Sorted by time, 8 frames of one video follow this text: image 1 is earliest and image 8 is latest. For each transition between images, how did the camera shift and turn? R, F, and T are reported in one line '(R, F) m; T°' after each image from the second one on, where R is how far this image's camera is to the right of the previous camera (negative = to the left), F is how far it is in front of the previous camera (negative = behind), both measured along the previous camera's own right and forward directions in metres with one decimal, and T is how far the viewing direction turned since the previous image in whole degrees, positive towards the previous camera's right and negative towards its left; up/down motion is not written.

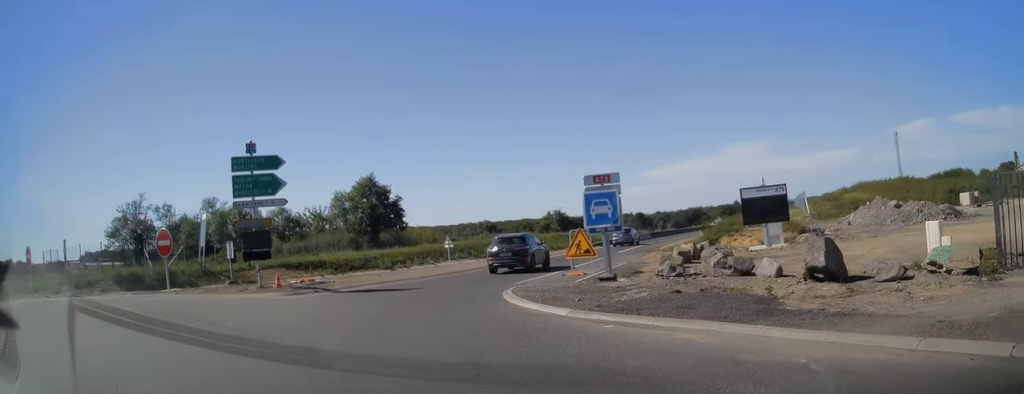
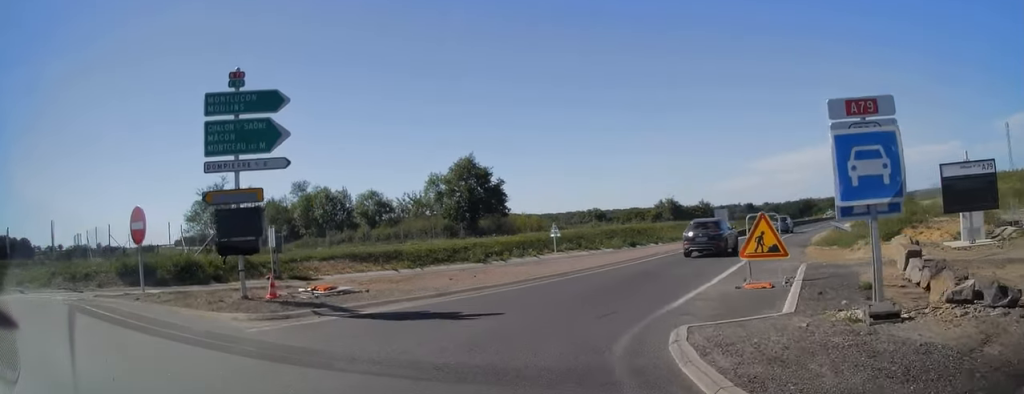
(-0.5, +8.4) m; -1°
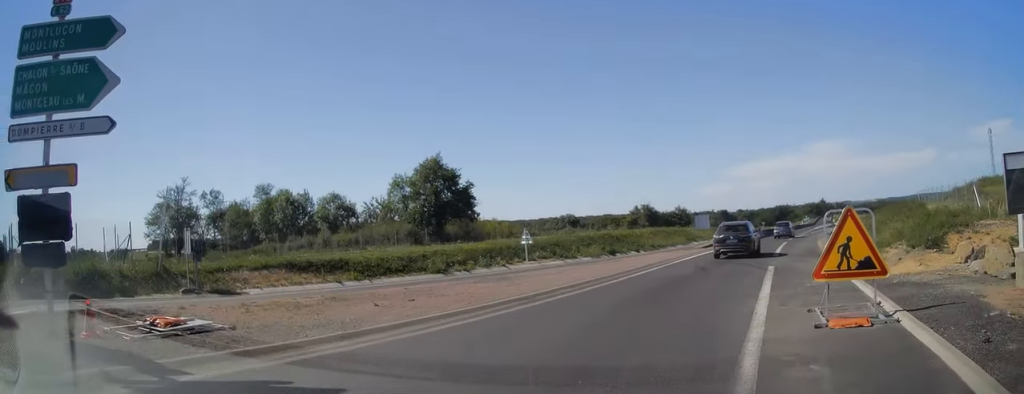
(-0.1, +5.2) m; +4°
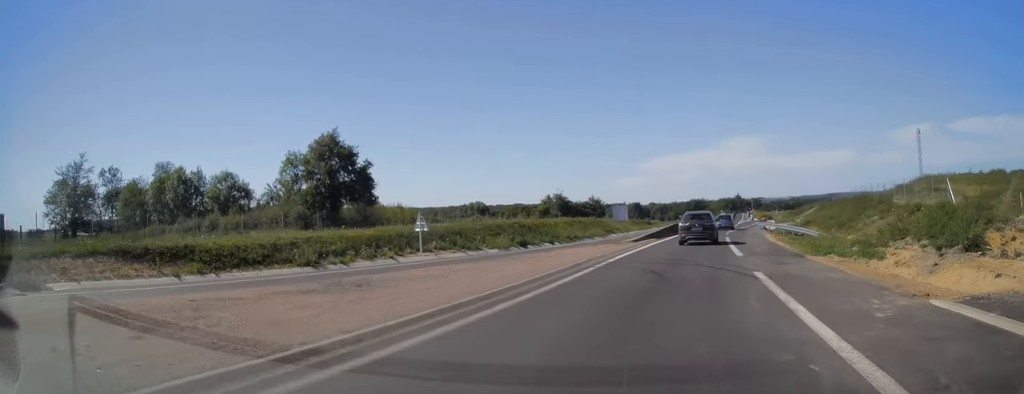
(+0.5, +6.9) m; +7°
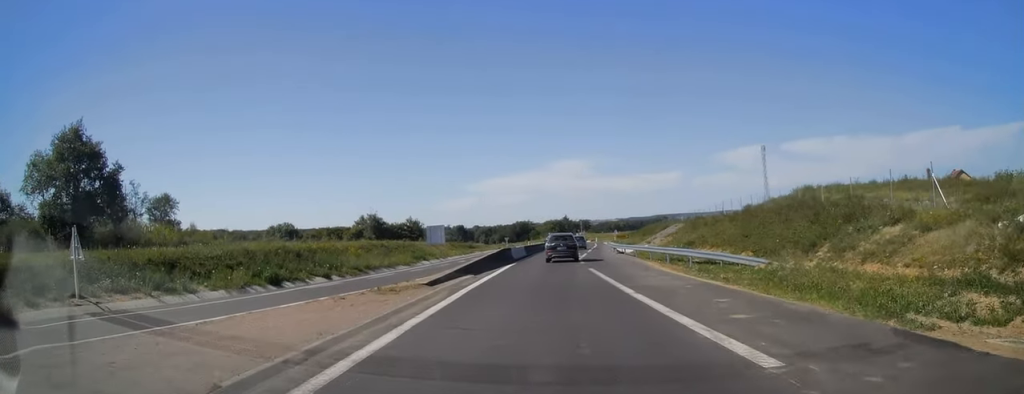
(+1.8, +16.1) m; +10°
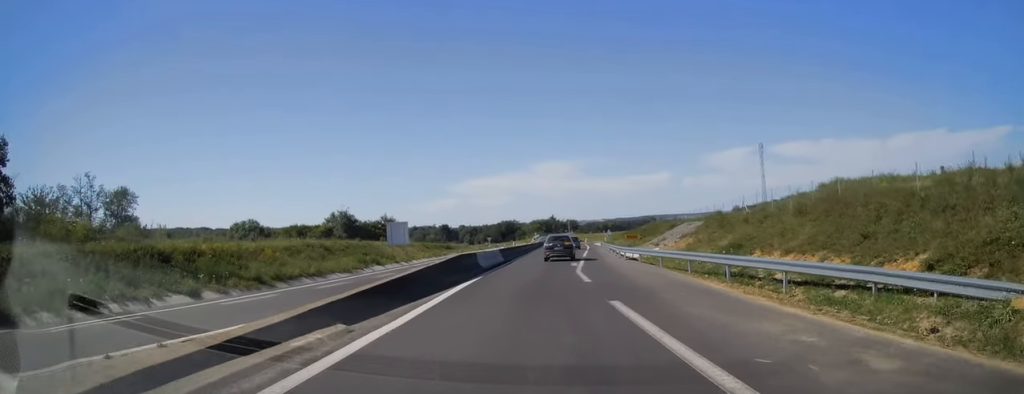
(+0.4, +13.5) m; +2°
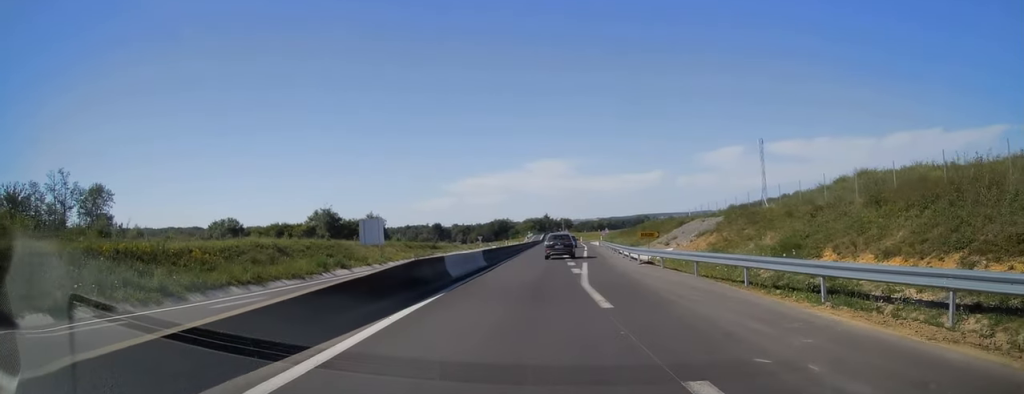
(0.0, +7.9) m; +1°
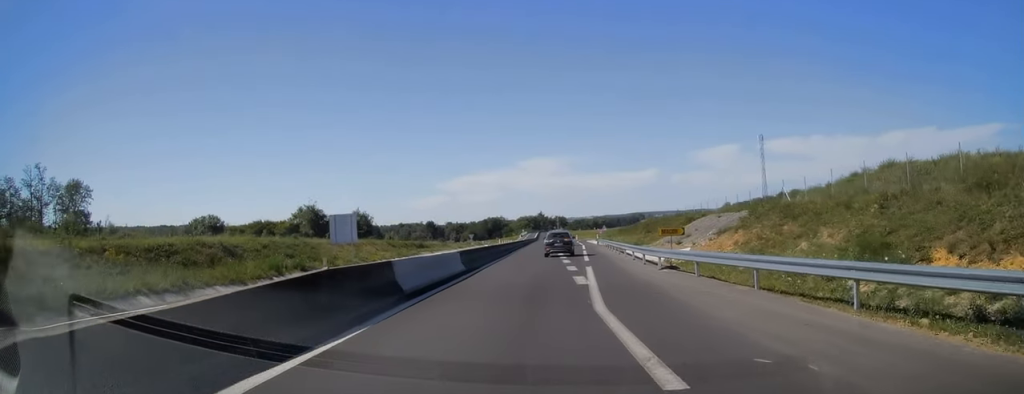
(0.0, +6.5) m; 0°
